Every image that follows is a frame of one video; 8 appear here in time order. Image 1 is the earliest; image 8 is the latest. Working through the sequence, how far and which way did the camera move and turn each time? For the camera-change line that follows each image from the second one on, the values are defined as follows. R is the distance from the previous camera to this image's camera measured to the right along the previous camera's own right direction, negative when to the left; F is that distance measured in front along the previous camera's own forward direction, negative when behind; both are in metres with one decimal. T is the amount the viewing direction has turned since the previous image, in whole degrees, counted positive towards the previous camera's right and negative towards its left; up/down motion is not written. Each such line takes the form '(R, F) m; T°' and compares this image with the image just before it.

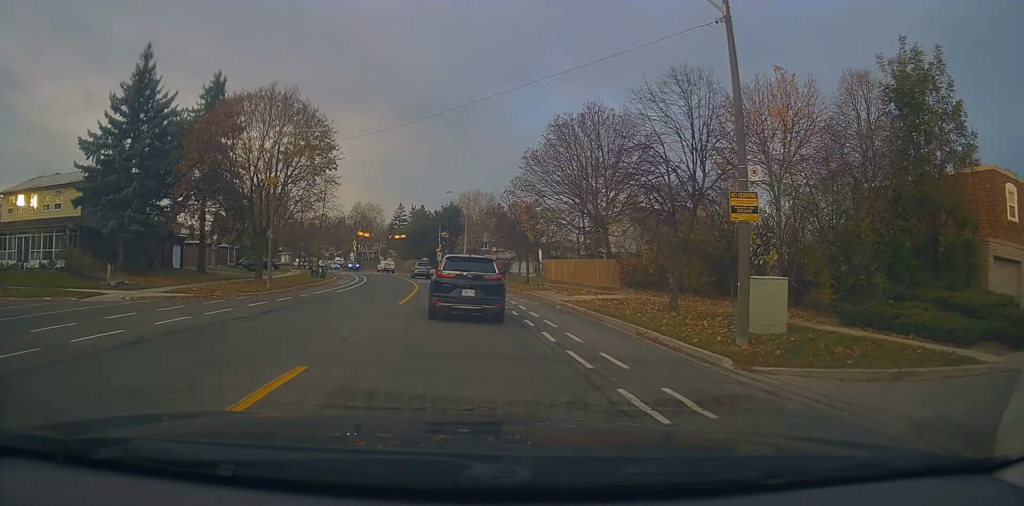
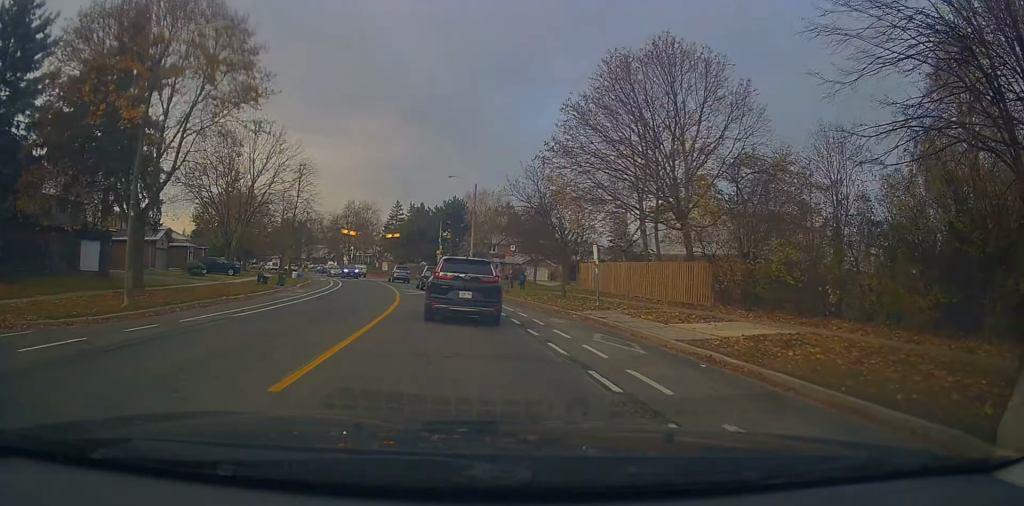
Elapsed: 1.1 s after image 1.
(+0.2, +14.0) m; +1°
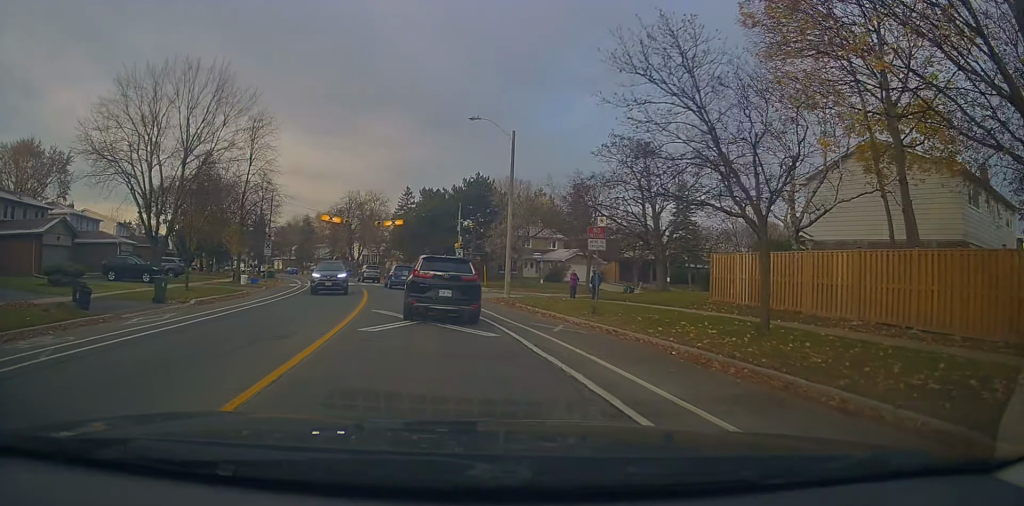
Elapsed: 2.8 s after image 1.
(-0.4, +19.1) m; -1°
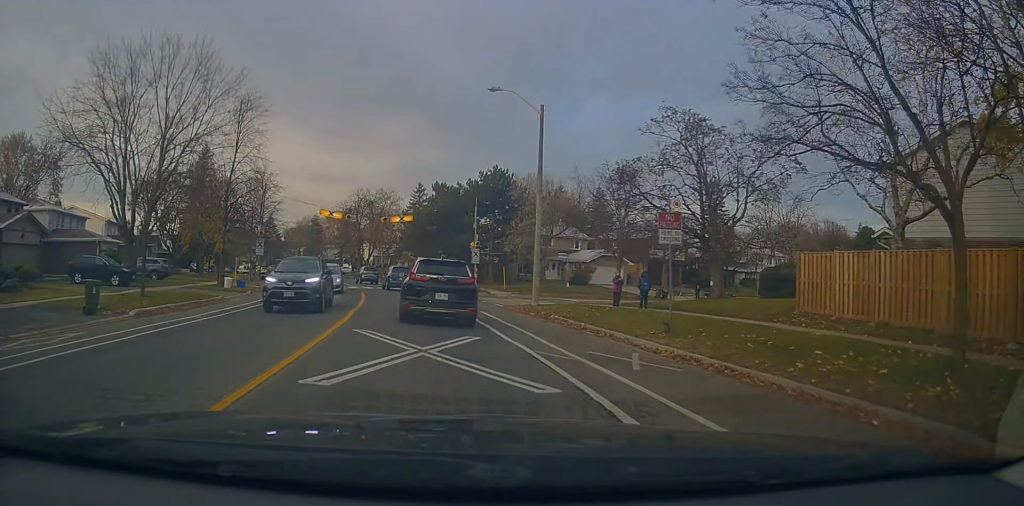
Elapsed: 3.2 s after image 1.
(+0.3, +5.4) m; 0°
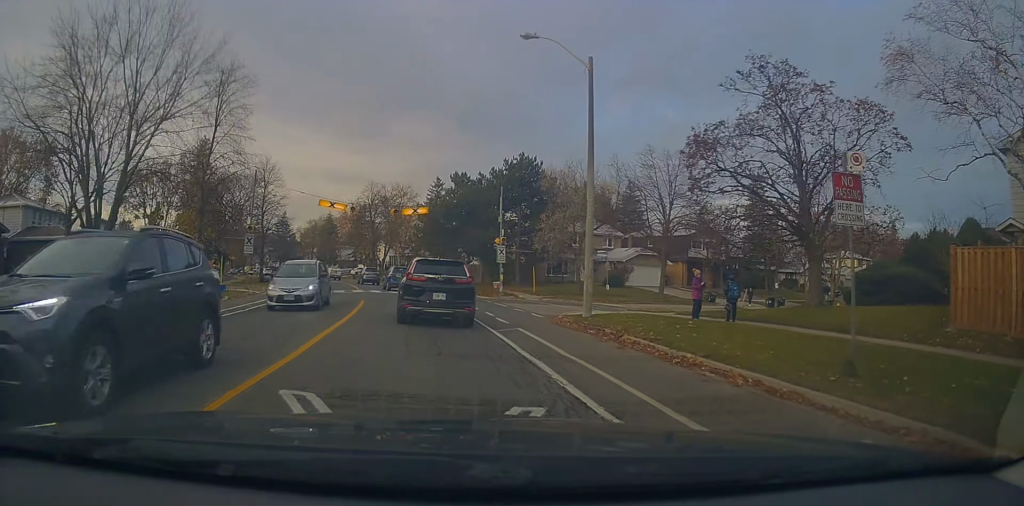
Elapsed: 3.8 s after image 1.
(+0.3, +6.2) m; 0°
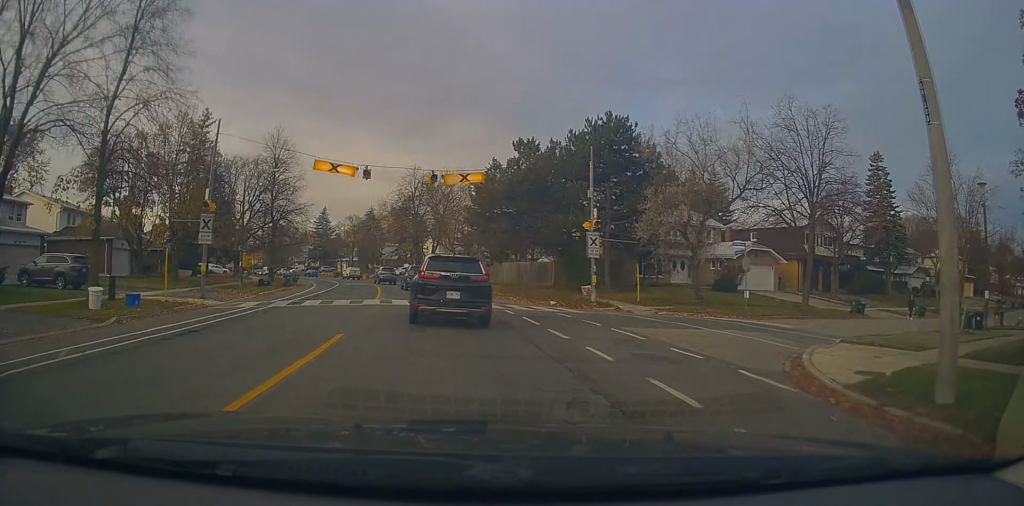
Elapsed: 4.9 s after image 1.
(-0.9, +13.1) m; -7°
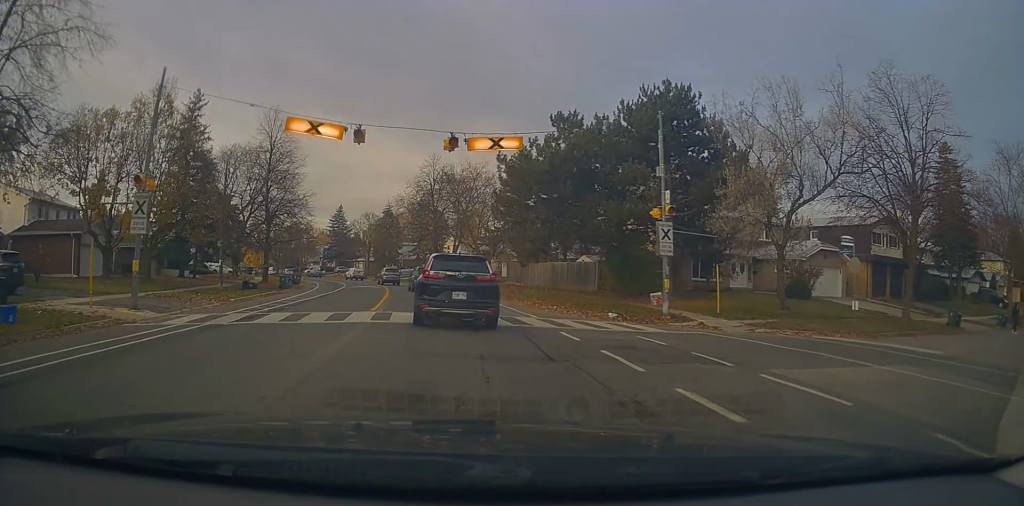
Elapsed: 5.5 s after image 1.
(-0.2, +6.9) m; -3°
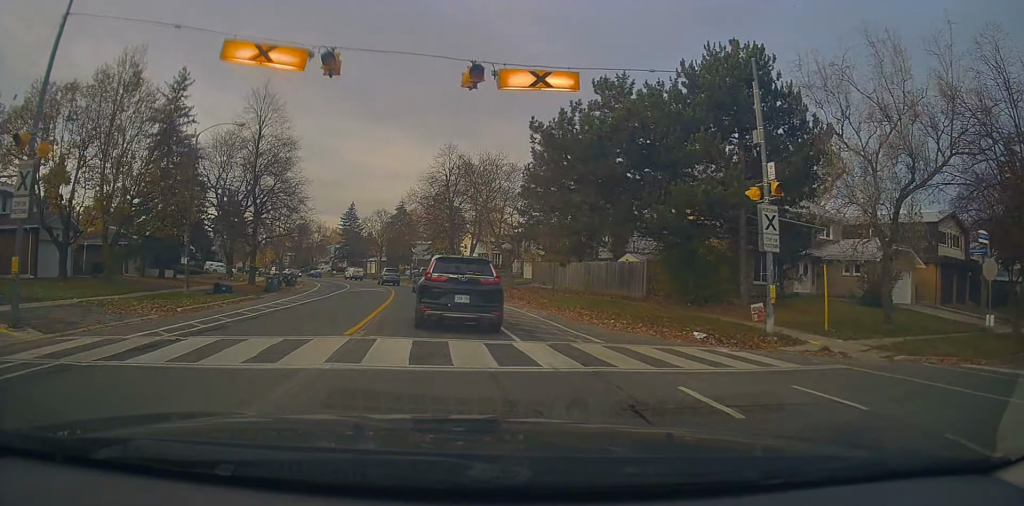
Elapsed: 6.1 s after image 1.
(-0.2, +6.6) m; -2°
